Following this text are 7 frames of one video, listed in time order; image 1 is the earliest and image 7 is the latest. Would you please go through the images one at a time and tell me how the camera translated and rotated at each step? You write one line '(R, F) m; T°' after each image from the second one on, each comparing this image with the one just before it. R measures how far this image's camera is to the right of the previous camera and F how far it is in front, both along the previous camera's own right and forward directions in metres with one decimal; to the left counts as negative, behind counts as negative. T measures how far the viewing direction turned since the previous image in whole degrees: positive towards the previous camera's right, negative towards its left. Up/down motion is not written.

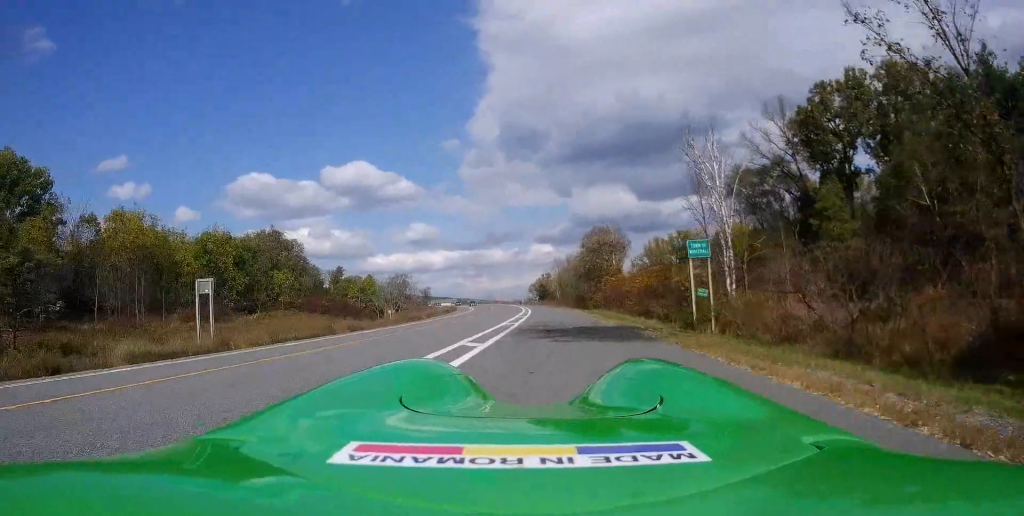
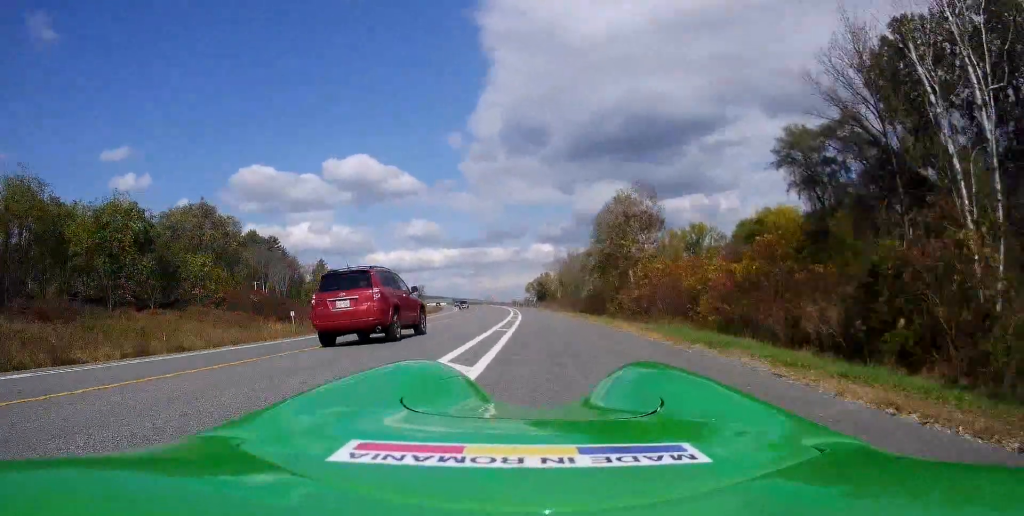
(+0.1, +21.7) m; +1°
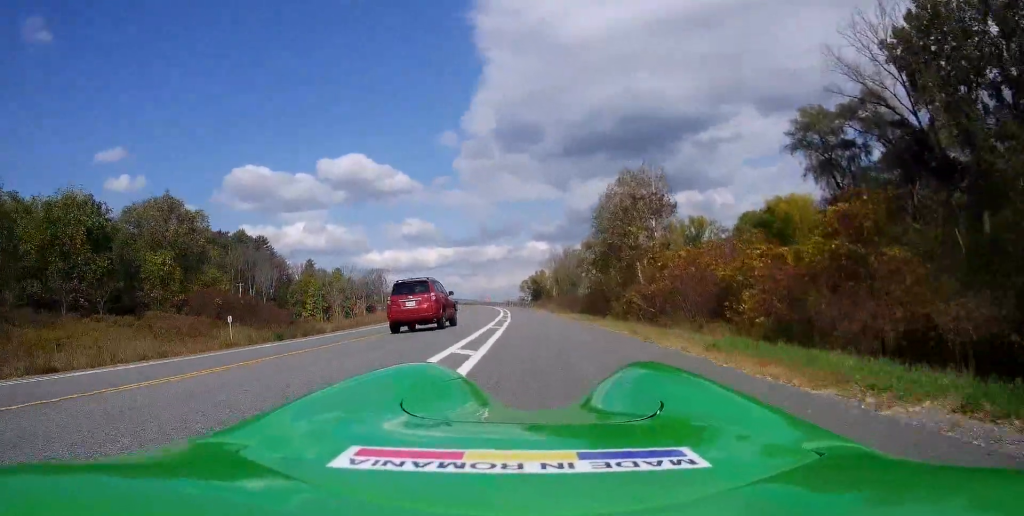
(-0.1, +6.6) m; -1°
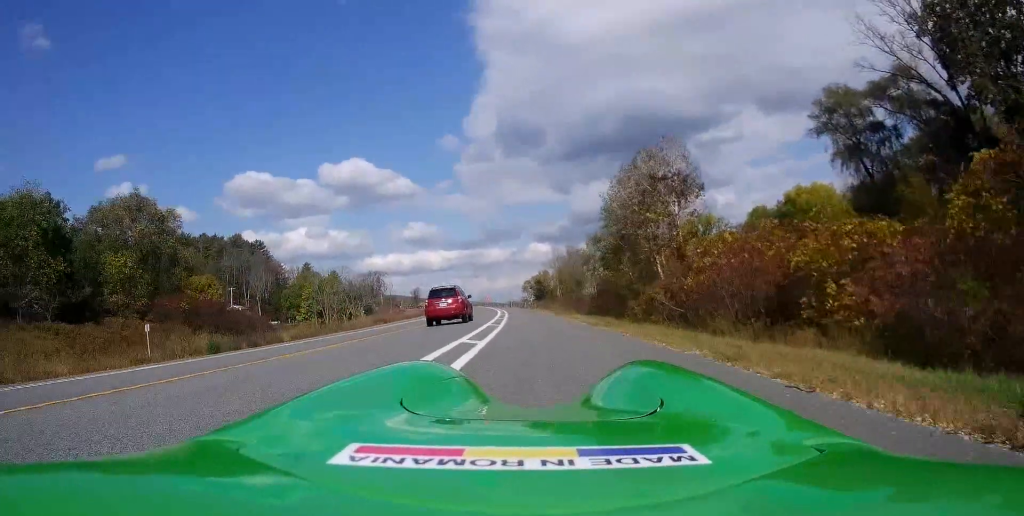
(0.0, +6.6) m; -1°
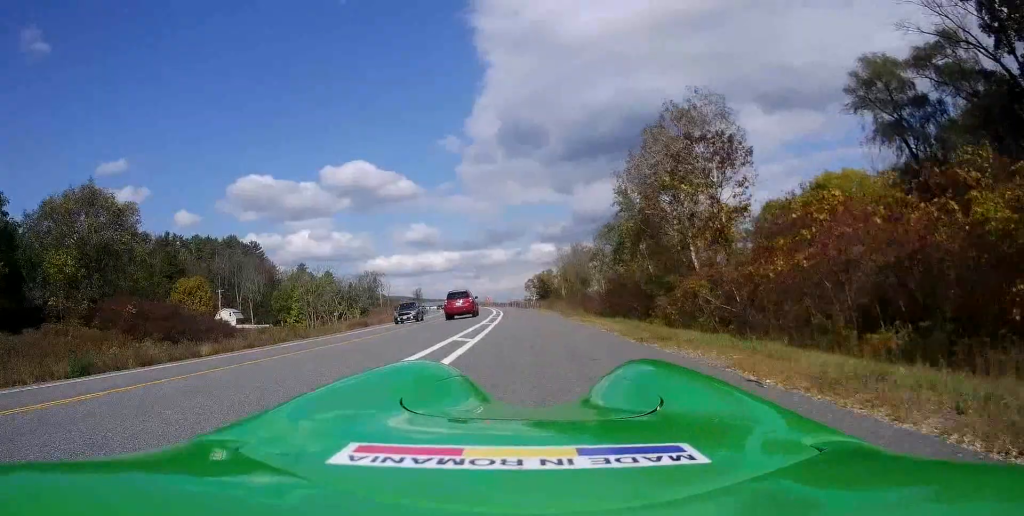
(-0.1, +8.1) m; +1°
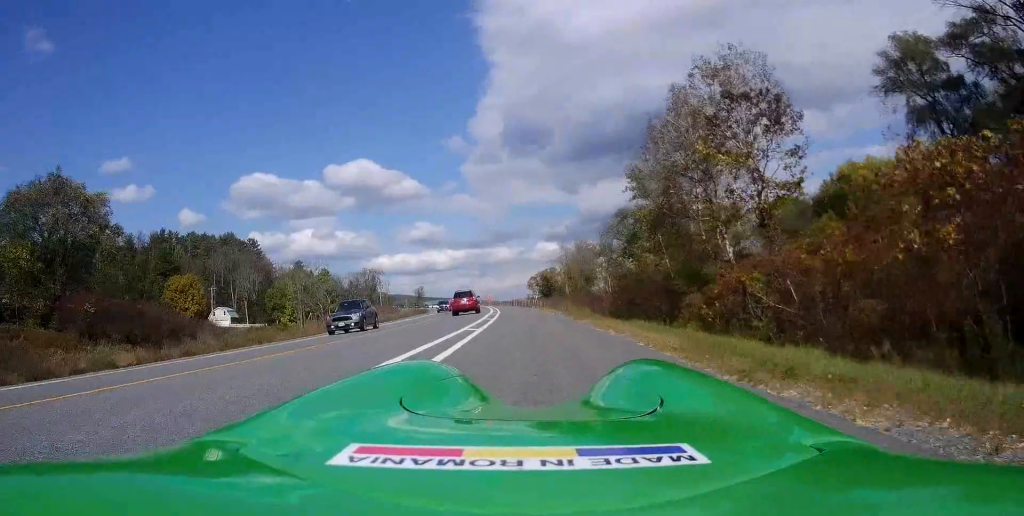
(0.0, +5.1) m; 0°
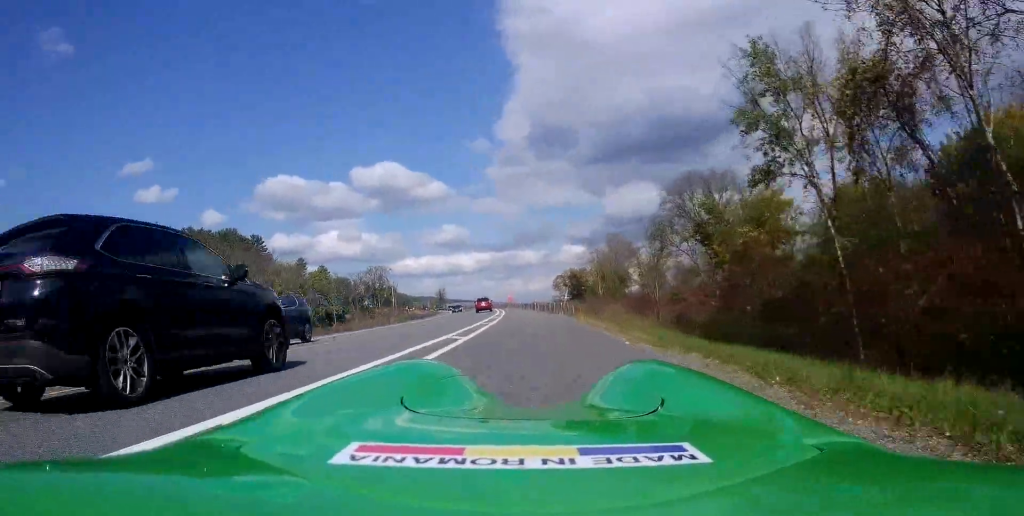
(+0.2, +21.3) m; 0°
